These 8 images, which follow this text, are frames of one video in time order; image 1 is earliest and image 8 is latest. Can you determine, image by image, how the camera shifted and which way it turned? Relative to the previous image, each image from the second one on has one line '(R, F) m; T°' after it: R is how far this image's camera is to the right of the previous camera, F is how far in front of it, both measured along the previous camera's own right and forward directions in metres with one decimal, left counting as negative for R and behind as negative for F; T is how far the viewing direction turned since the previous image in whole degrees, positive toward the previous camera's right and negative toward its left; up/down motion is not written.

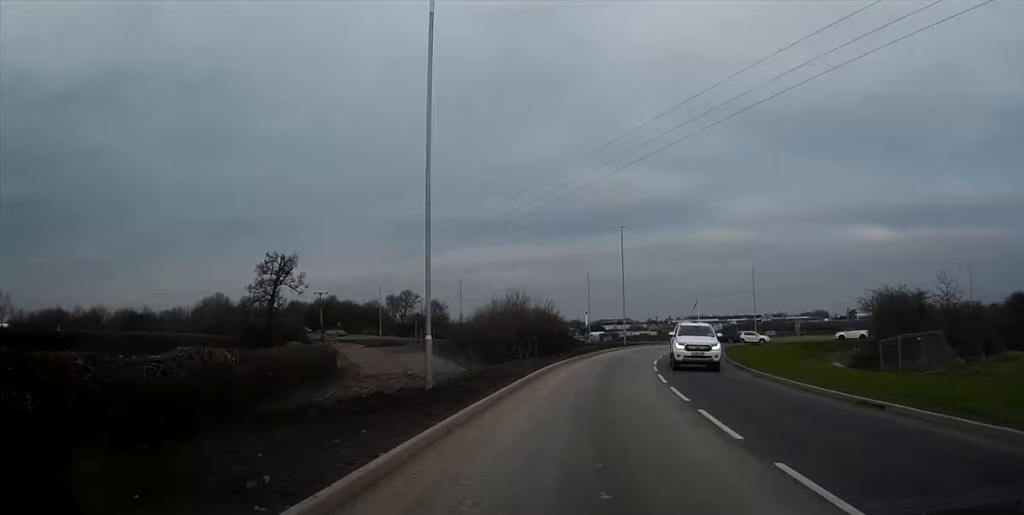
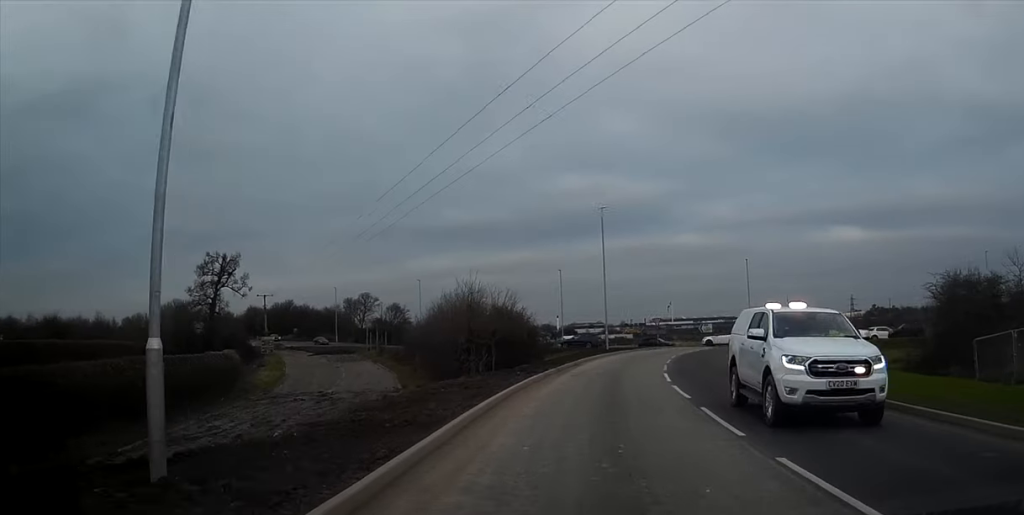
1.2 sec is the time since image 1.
(+0.2, +12.9) m; +2°
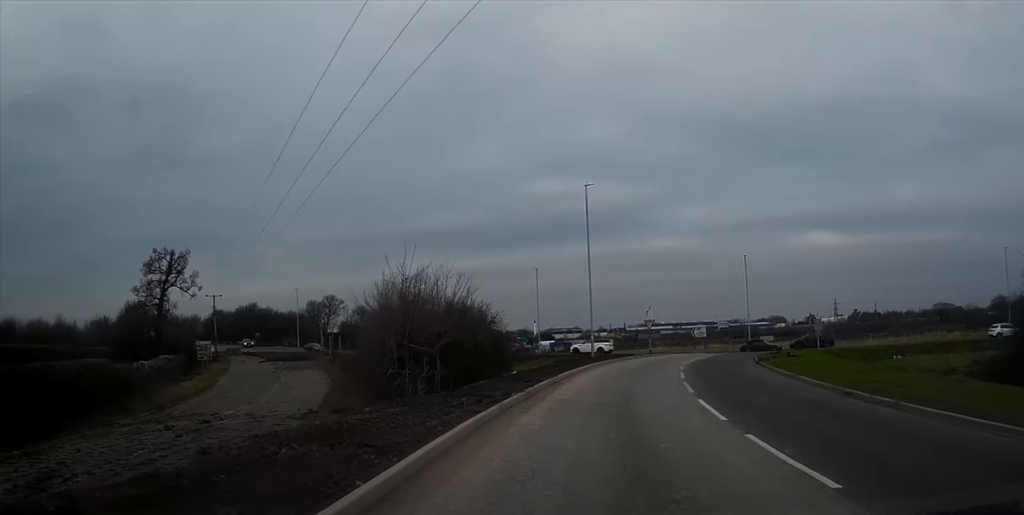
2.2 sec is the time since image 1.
(+0.1, +10.4) m; +2°
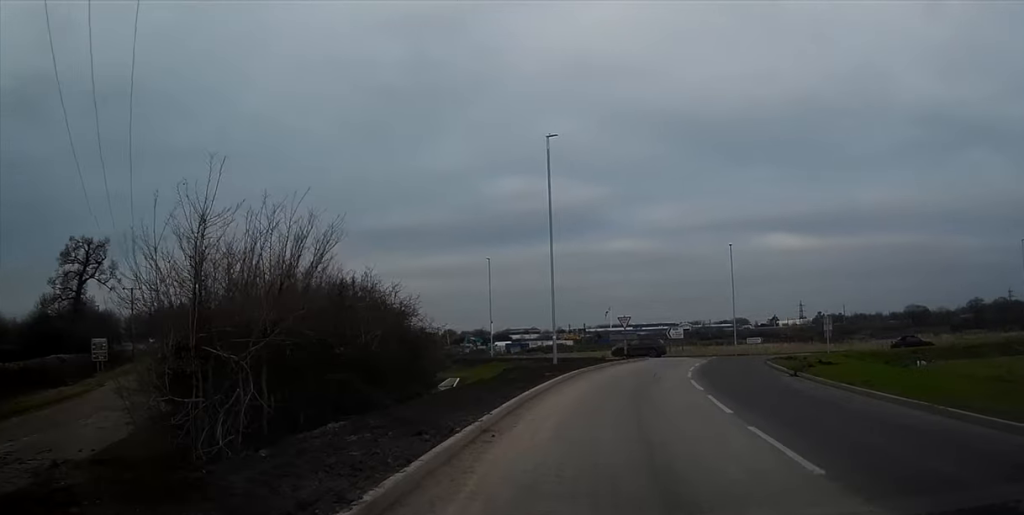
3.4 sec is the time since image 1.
(+0.2, +11.8) m; +3°
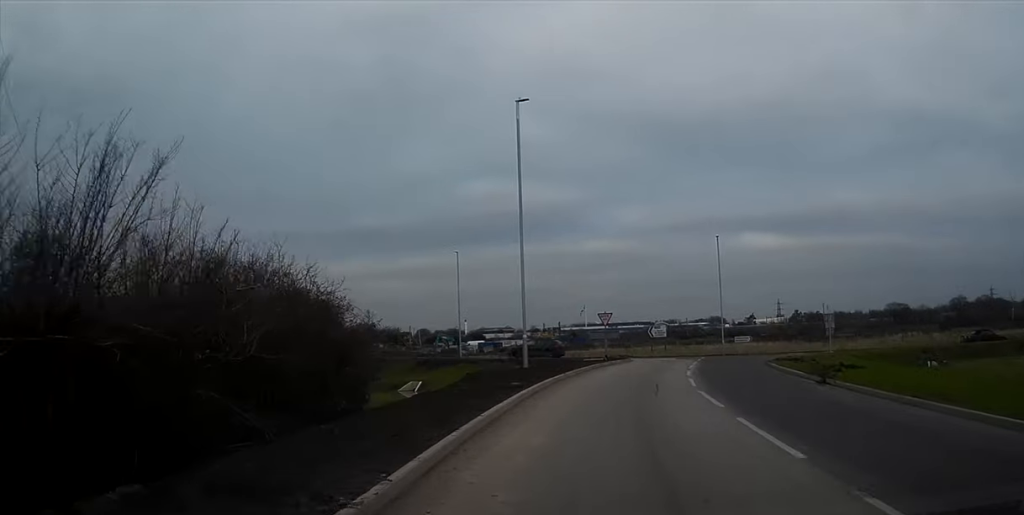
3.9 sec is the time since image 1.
(+0.1, +5.1) m; +2°
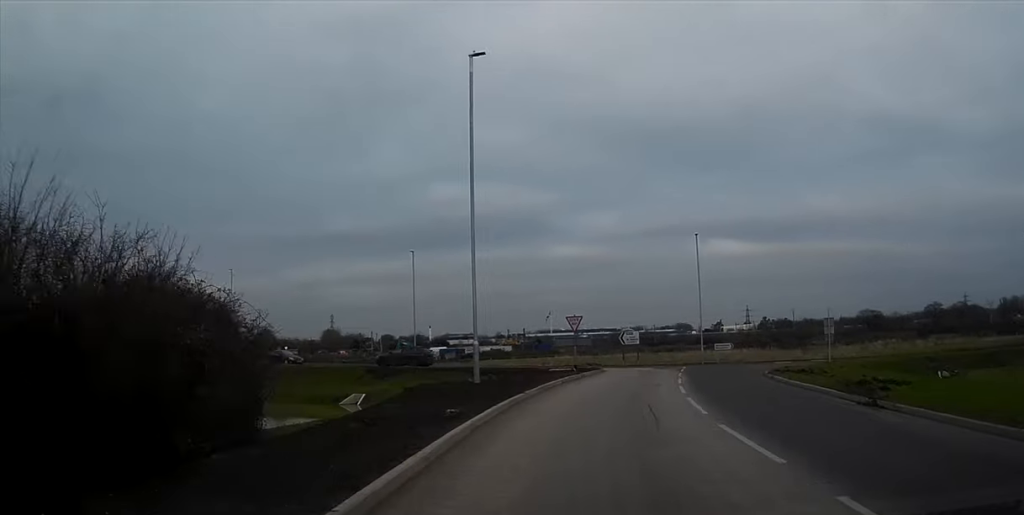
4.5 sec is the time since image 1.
(0.0, +5.5) m; +3°
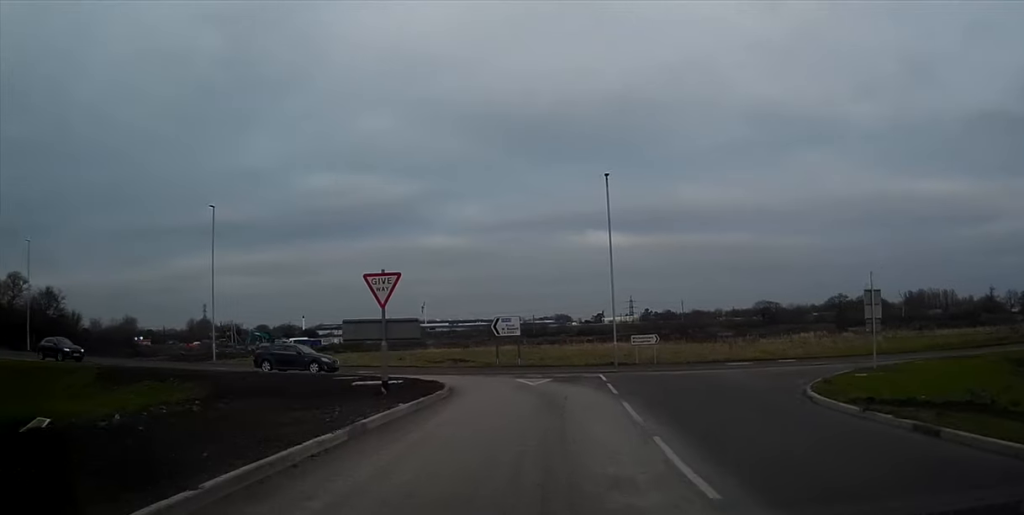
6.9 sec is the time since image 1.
(+1.8, +20.0) m; +8°
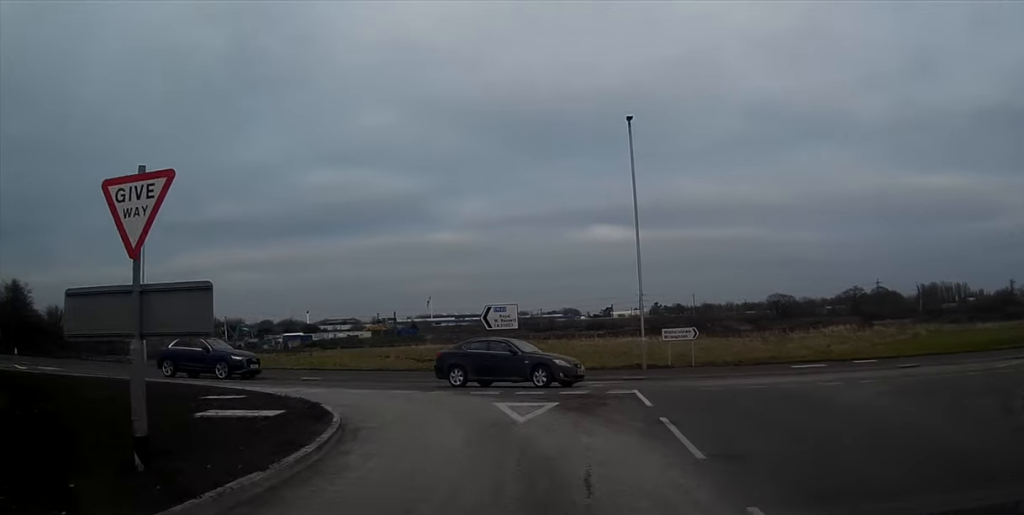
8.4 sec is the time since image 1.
(0.0, +10.6) m; -1°
